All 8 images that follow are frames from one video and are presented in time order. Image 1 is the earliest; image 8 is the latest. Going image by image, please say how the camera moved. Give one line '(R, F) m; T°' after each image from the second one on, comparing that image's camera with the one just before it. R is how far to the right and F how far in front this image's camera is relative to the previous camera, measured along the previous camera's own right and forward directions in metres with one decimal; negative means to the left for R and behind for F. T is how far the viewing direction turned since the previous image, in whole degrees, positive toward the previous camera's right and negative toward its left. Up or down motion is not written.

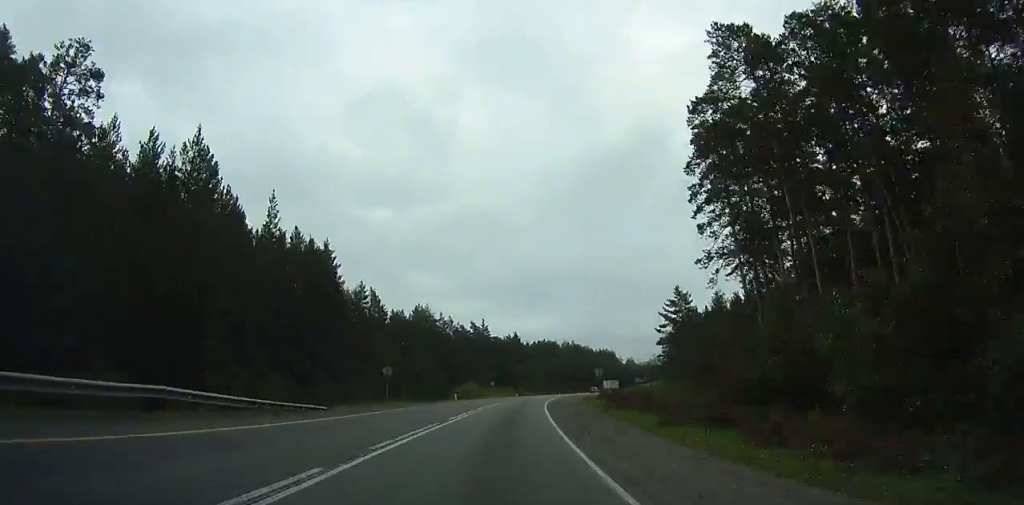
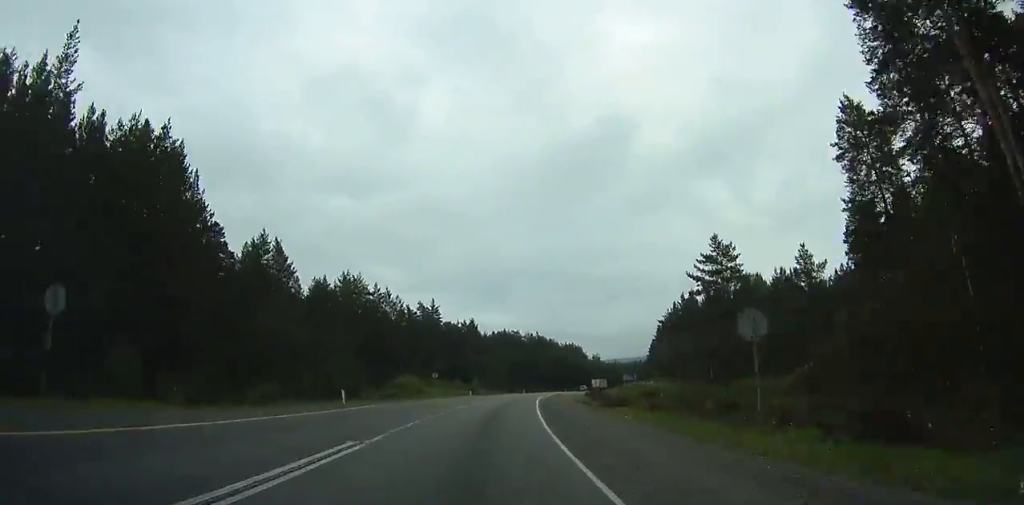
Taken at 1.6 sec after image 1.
(+1.9, +31.6) m; +3°
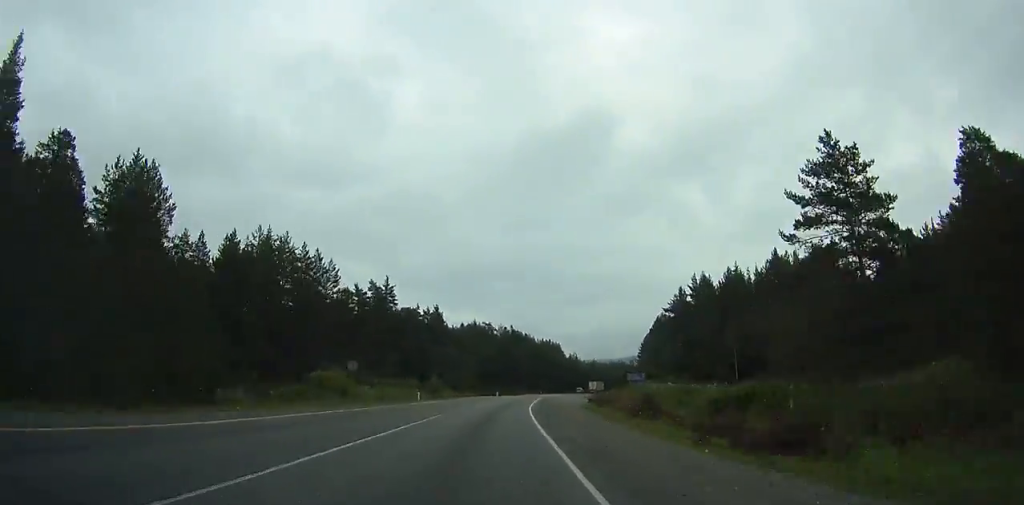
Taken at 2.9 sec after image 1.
(+0.1, +25.8) m; 0°
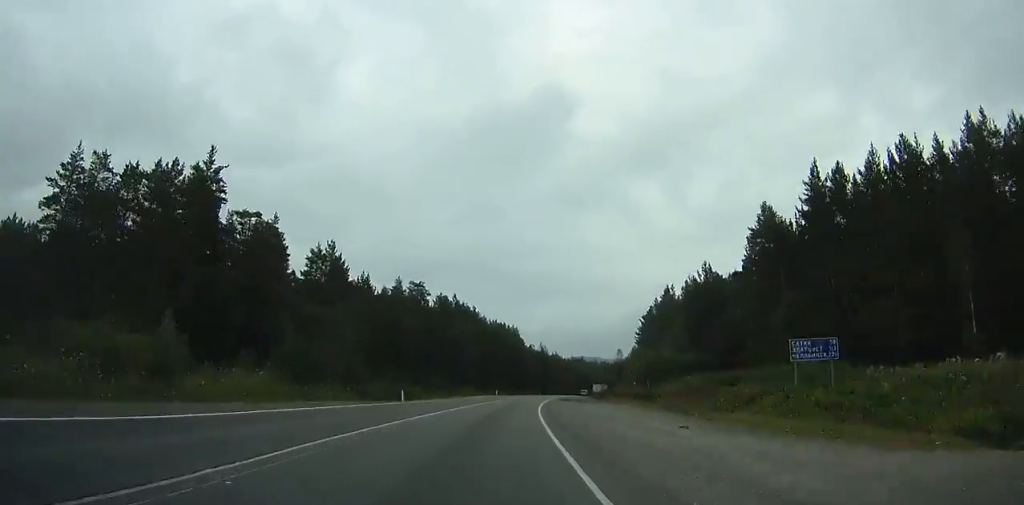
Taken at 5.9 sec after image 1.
(0.0, +59.7) m; +2°
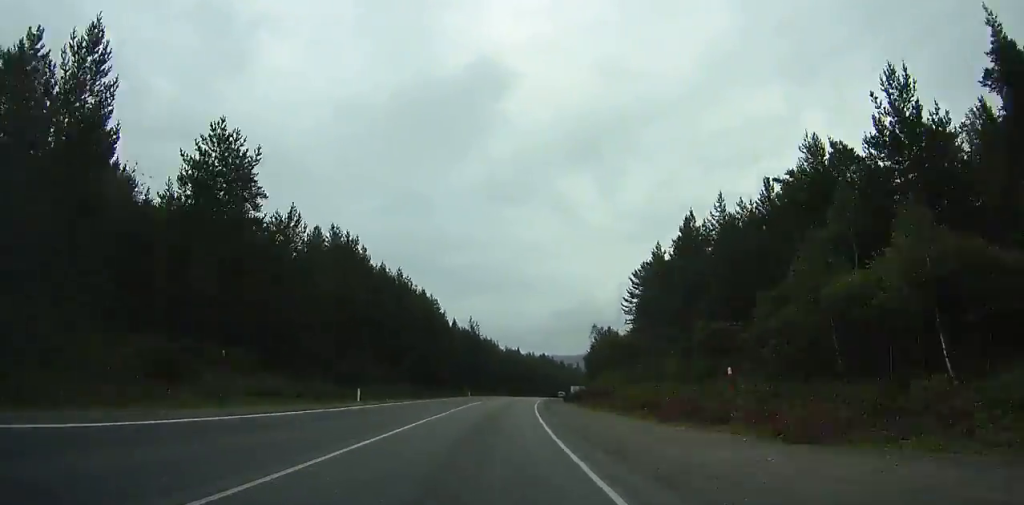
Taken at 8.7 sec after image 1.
(+1.9, +55.6) m; +7°
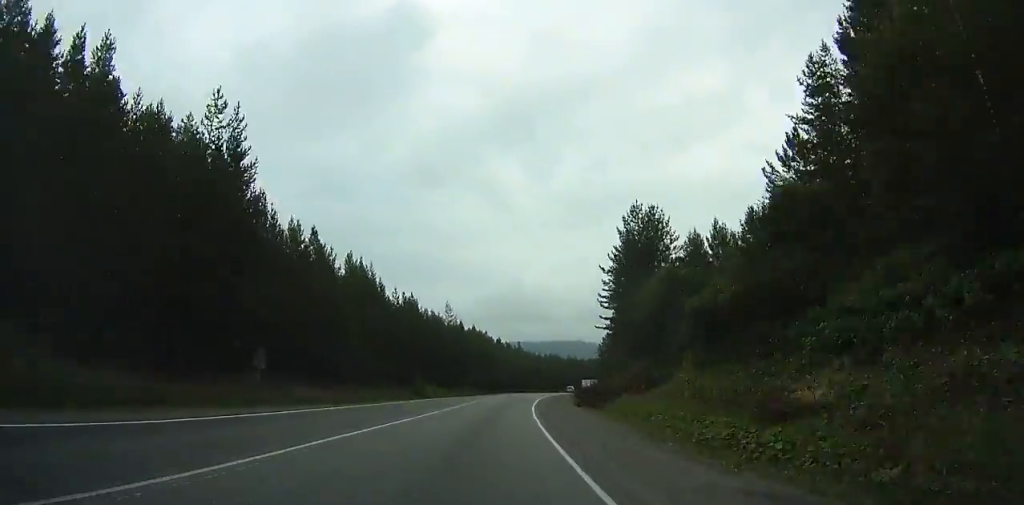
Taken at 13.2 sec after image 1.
(+10.1, +89.8) m; +10°
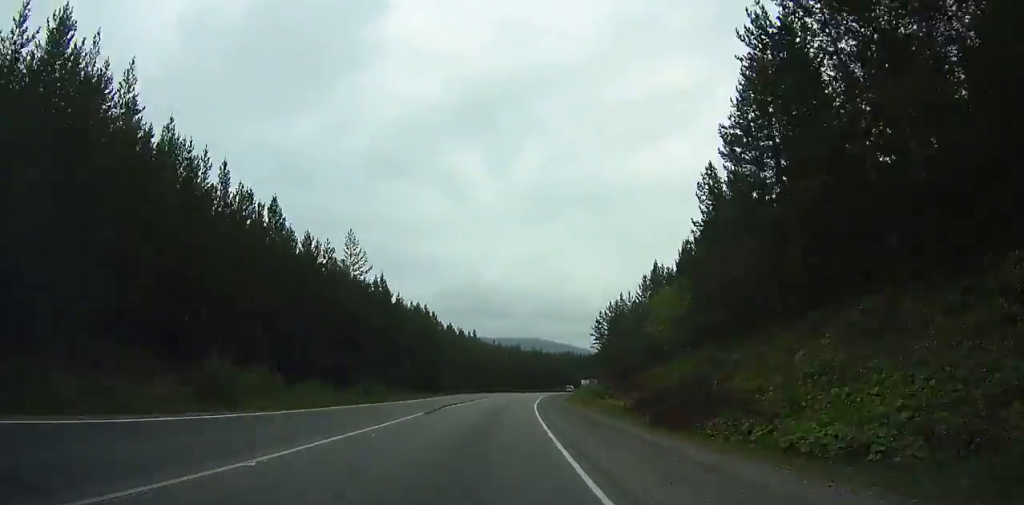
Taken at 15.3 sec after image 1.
(+1.5, +42.7) m; +4°
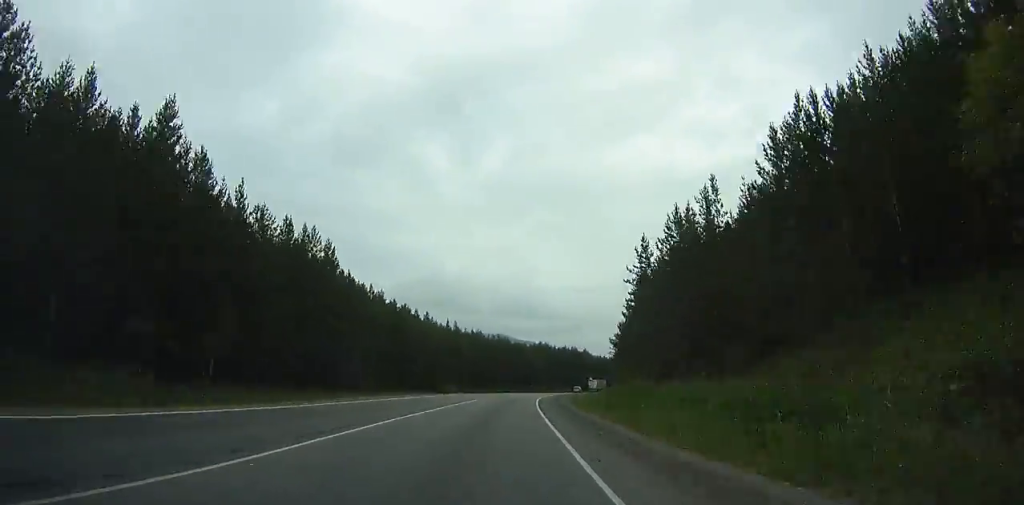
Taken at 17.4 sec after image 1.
(+1.1, +42.9) m; +4°
